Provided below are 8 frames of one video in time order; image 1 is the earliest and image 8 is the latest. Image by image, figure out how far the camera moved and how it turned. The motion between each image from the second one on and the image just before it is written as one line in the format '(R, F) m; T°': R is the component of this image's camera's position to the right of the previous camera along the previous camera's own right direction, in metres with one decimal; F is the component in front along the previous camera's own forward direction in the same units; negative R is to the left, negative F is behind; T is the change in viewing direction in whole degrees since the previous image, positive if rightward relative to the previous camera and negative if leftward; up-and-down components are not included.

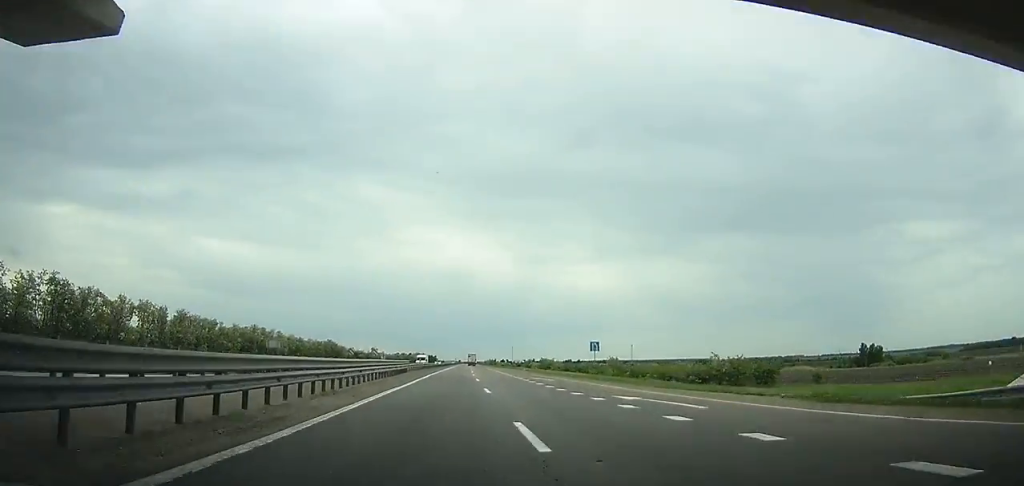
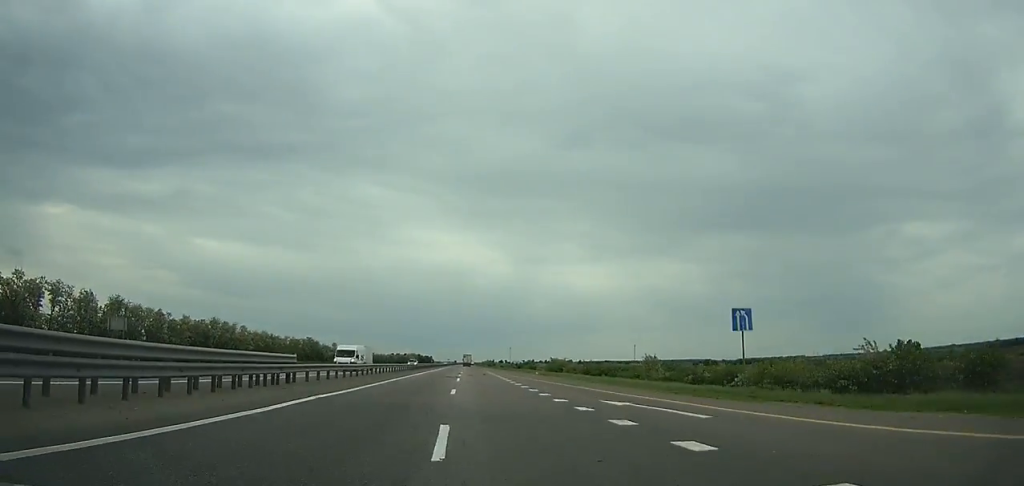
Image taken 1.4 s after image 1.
(+0.4, +32.5) m; 0°
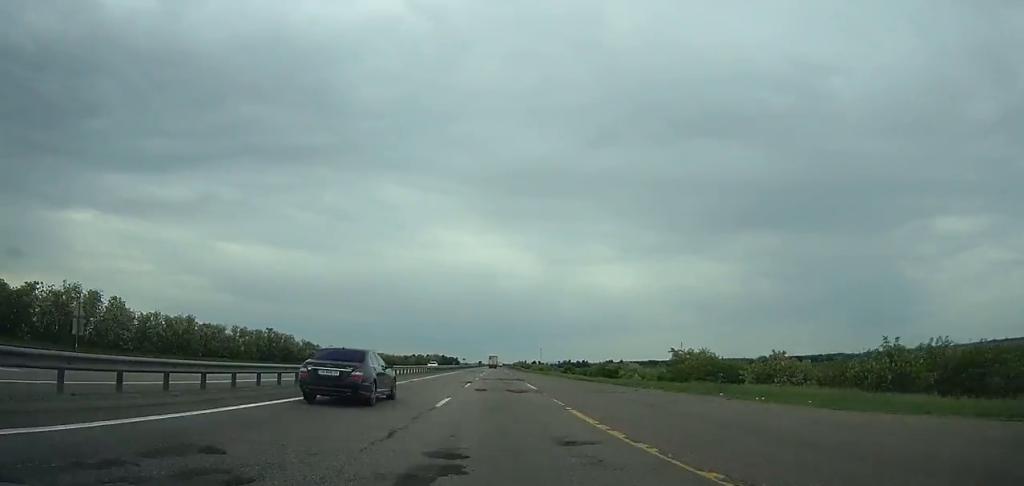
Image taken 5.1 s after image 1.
(-0.2, +85.9) m; -2°
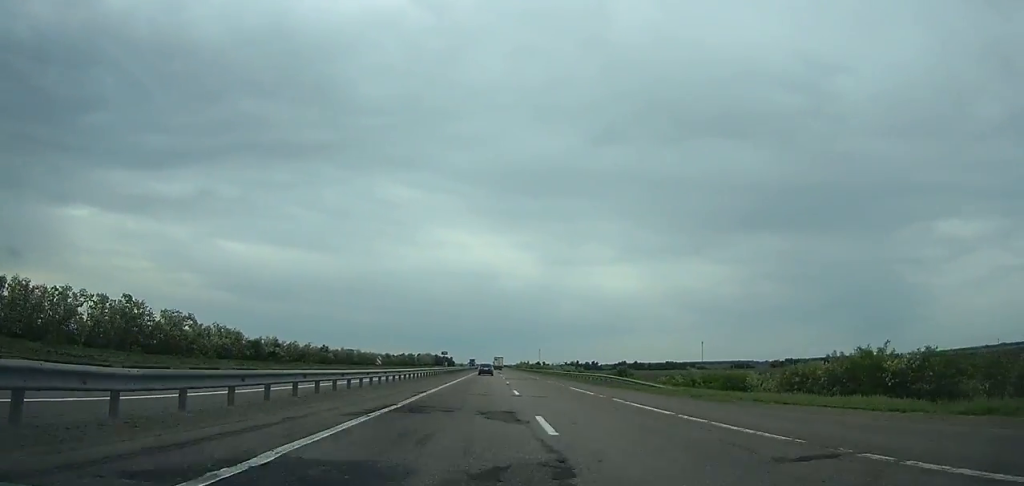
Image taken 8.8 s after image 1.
(-2.1, +85.8) m; -1°
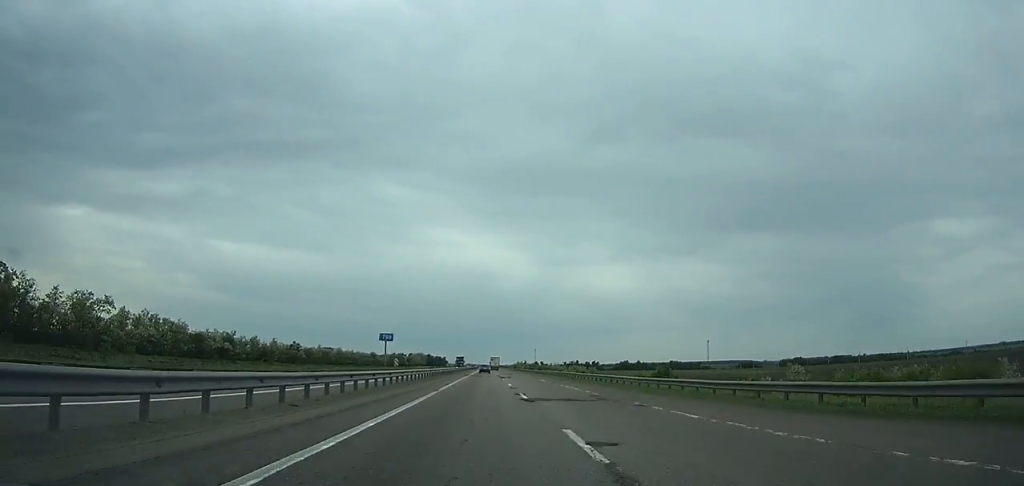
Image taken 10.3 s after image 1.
(+0.7, +34.9) m; +1°
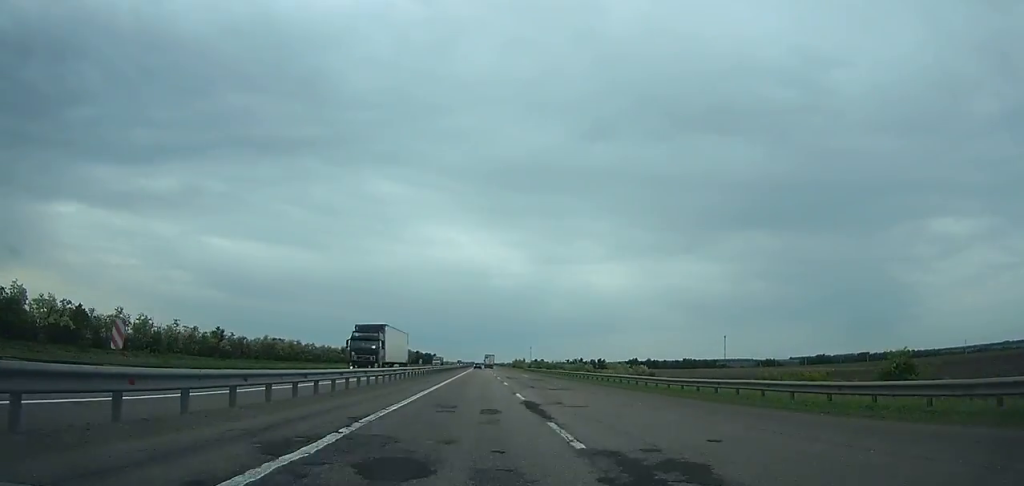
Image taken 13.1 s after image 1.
(+0.8, +65.4) m; +1°
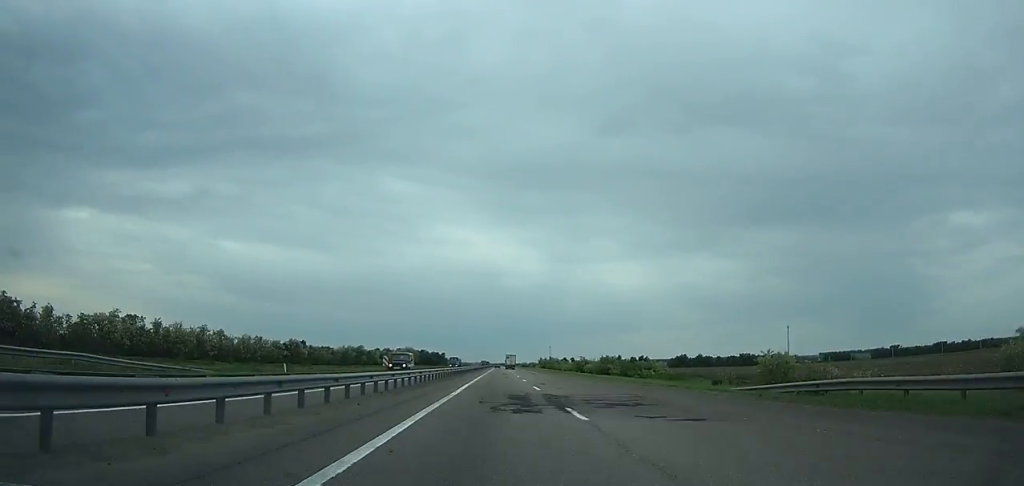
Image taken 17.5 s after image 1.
(+0.1, +103.4) m; 0°
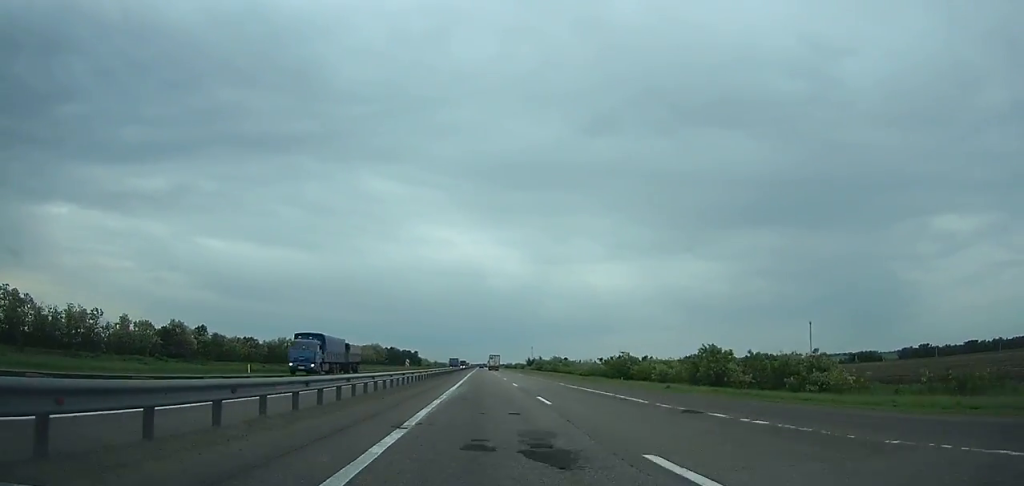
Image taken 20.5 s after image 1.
(0.0, +71.2) m; 0°
